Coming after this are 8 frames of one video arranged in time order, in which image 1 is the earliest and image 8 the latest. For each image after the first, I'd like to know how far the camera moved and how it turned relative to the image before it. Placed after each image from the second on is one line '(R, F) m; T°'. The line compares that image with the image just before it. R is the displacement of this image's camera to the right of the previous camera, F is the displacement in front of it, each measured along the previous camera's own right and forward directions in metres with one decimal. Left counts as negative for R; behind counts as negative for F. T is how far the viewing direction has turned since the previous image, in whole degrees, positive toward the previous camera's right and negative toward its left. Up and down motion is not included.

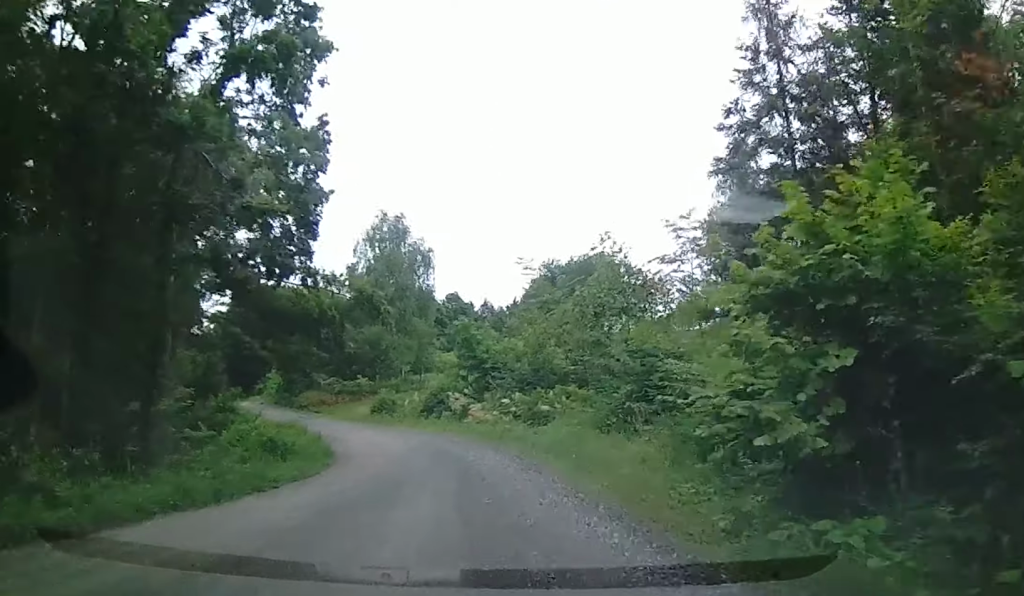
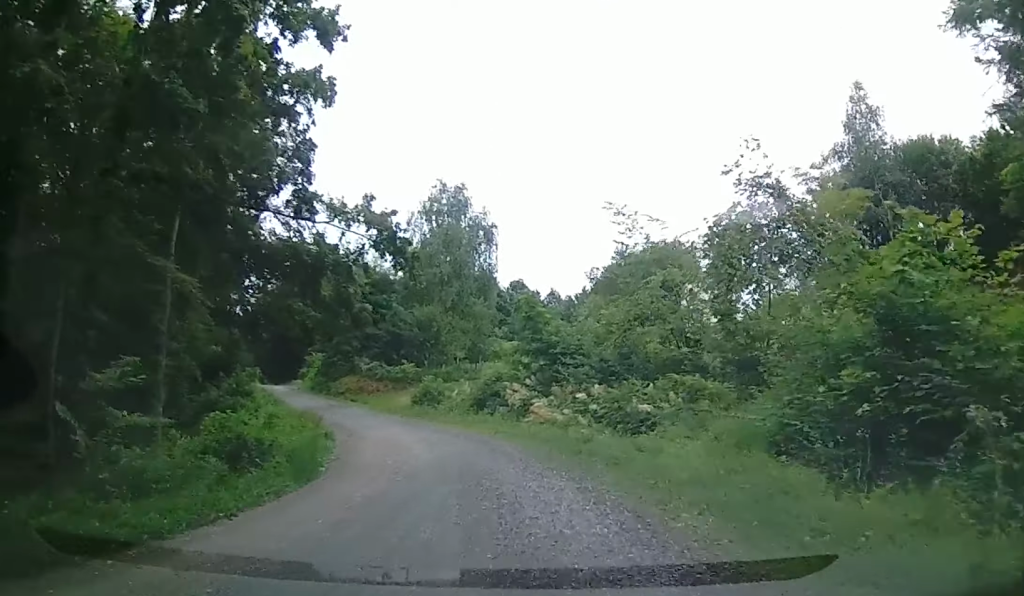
(-0.8, +8.0) m; -5°
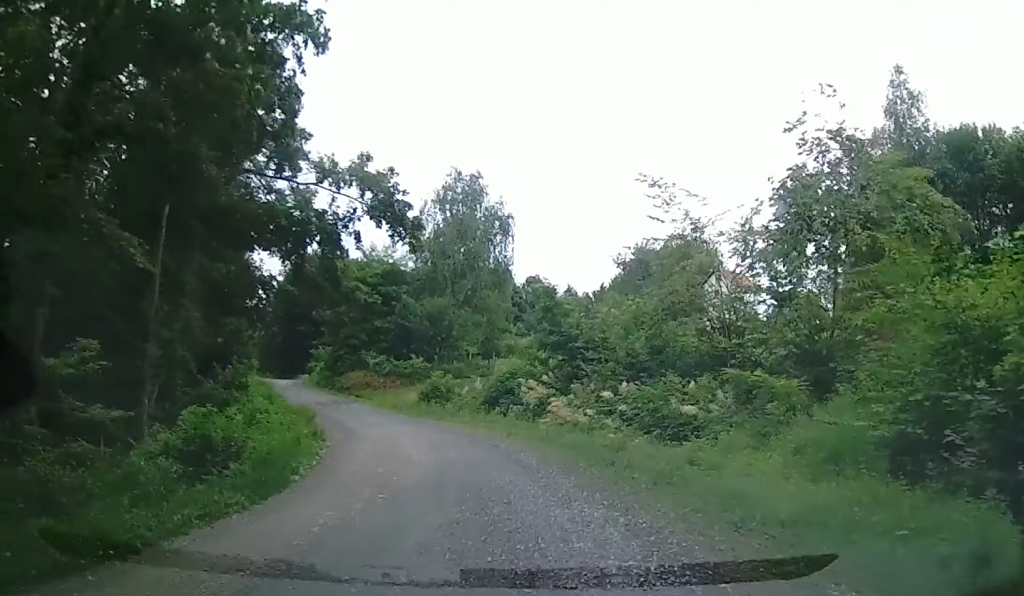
(+0.1, +2.9) m; 0°
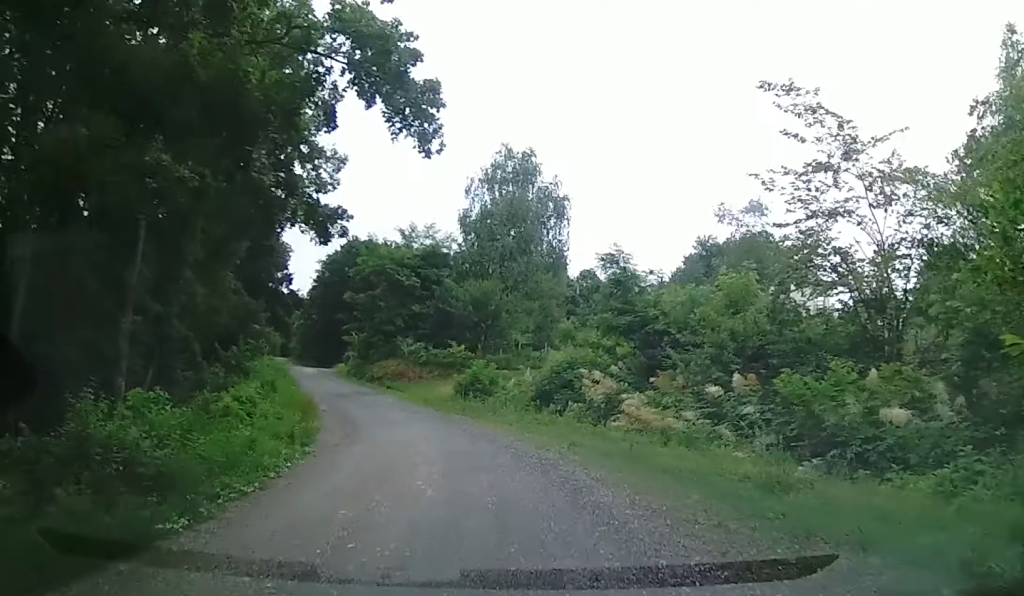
(+0.1, +6.4) m; -3°
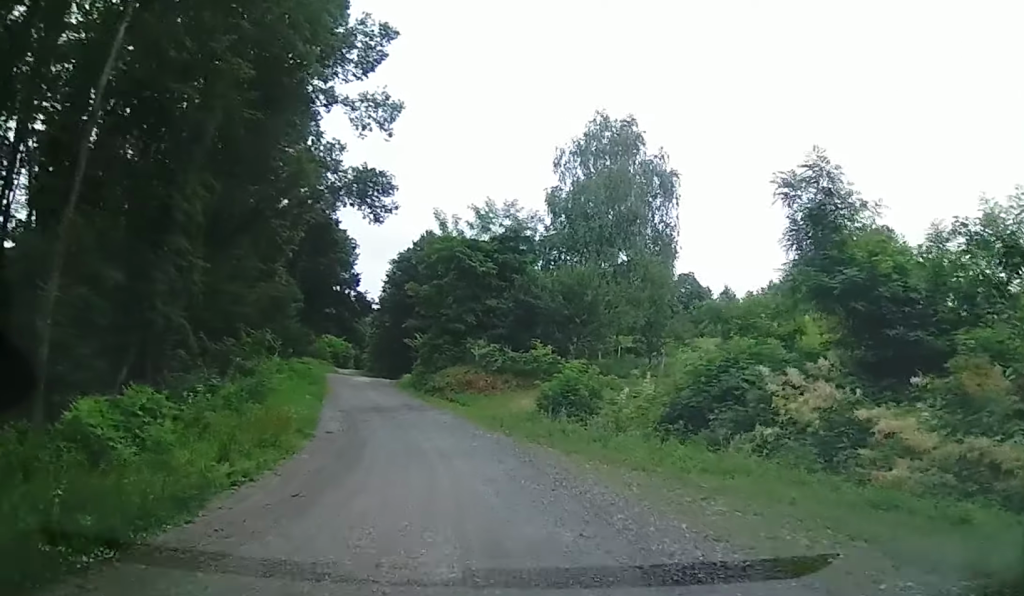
(-1.1, +10.4) m; -9°
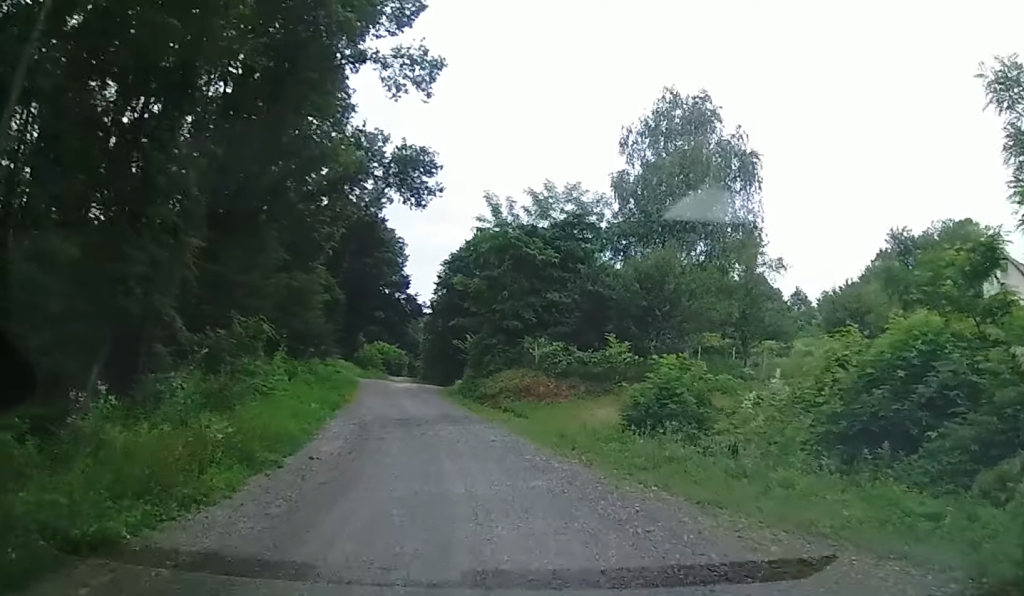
(-0.1, +6.4) m; -5°
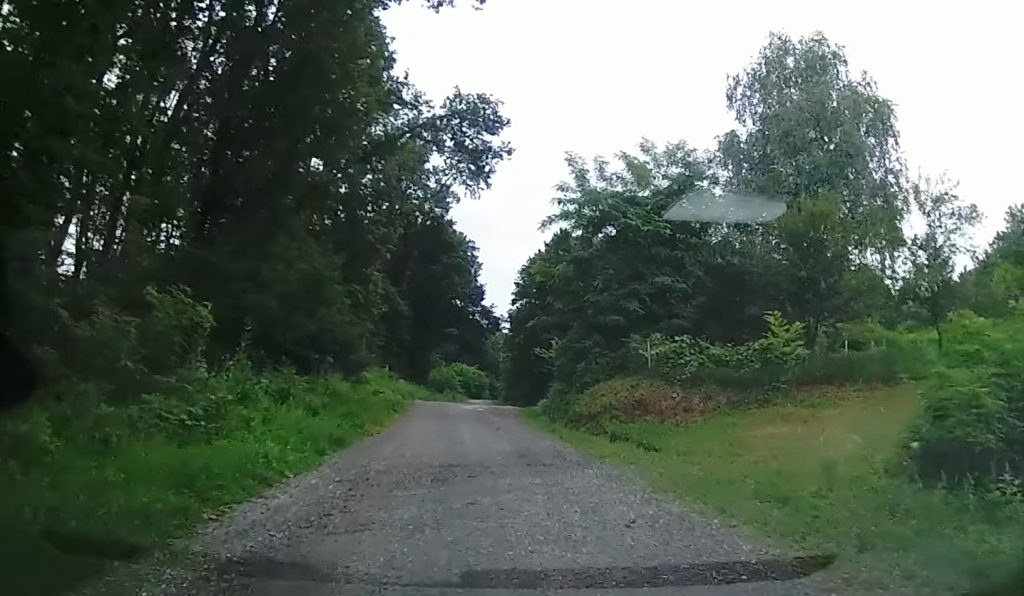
(-0.8, +9.5) m; -7°
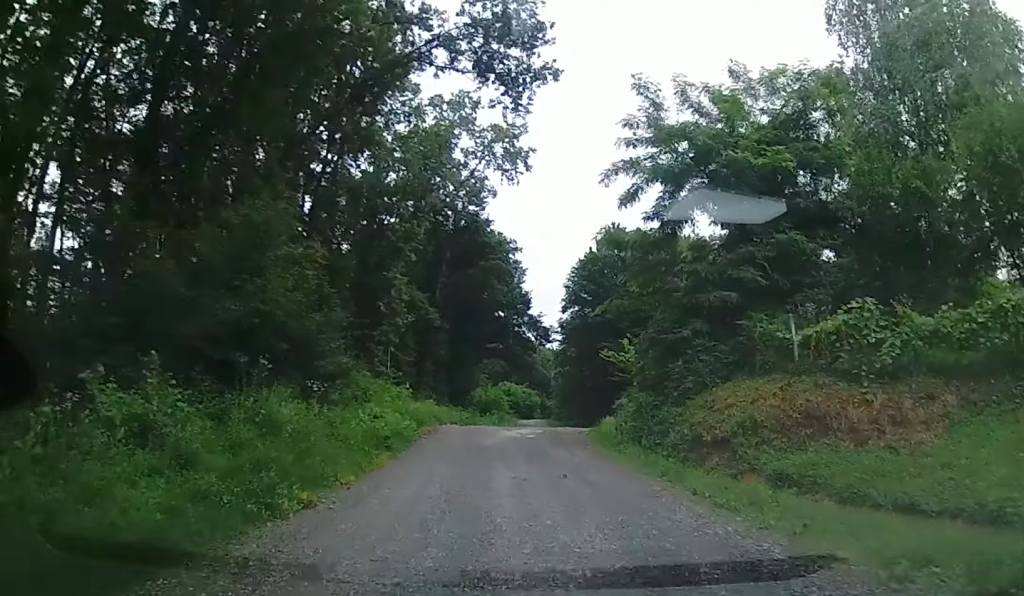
(-0.2, +9.5) m; -4°
